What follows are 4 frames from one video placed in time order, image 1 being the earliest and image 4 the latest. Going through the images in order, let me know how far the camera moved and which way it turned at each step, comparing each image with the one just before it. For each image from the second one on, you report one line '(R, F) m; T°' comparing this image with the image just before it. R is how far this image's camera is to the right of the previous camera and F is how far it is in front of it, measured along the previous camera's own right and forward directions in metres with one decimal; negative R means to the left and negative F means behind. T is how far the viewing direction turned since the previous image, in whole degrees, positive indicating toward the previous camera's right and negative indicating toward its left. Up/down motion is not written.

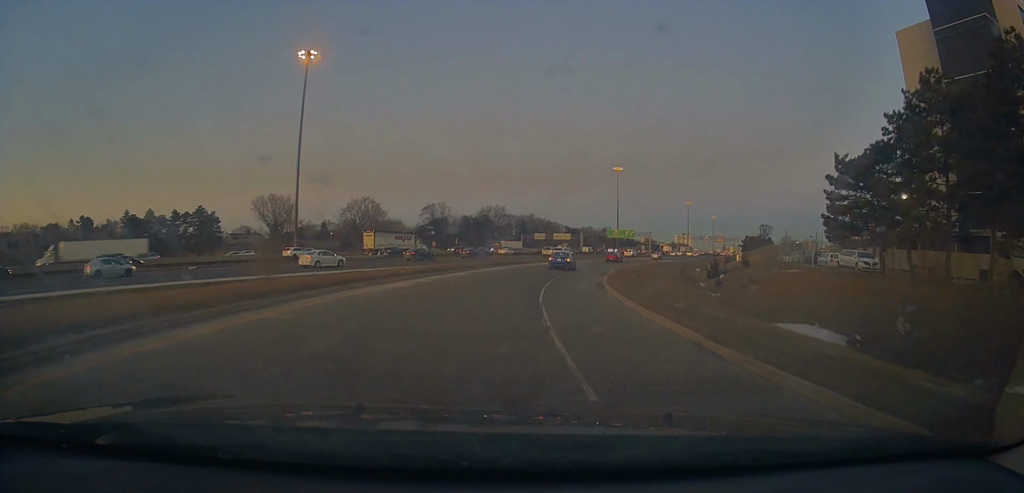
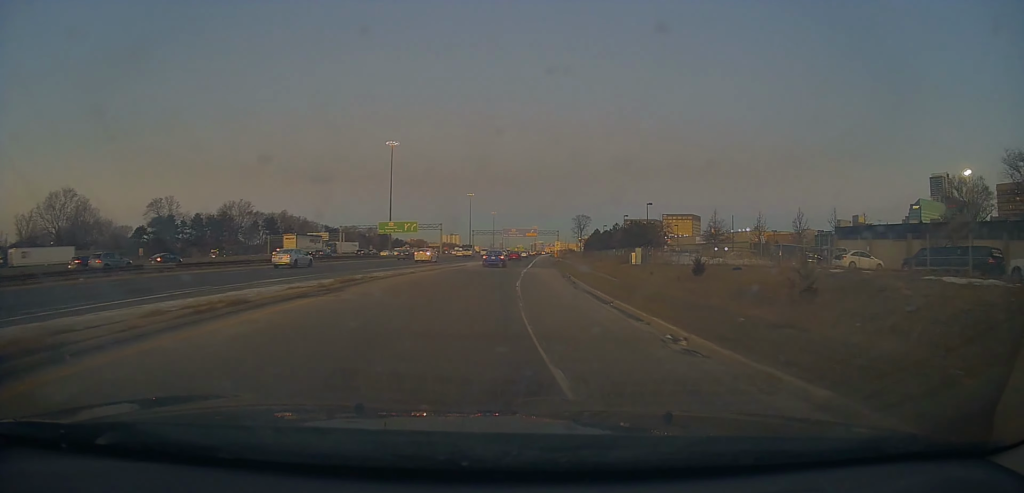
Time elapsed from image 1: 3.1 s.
(+15.0, +57.3) m; +25°
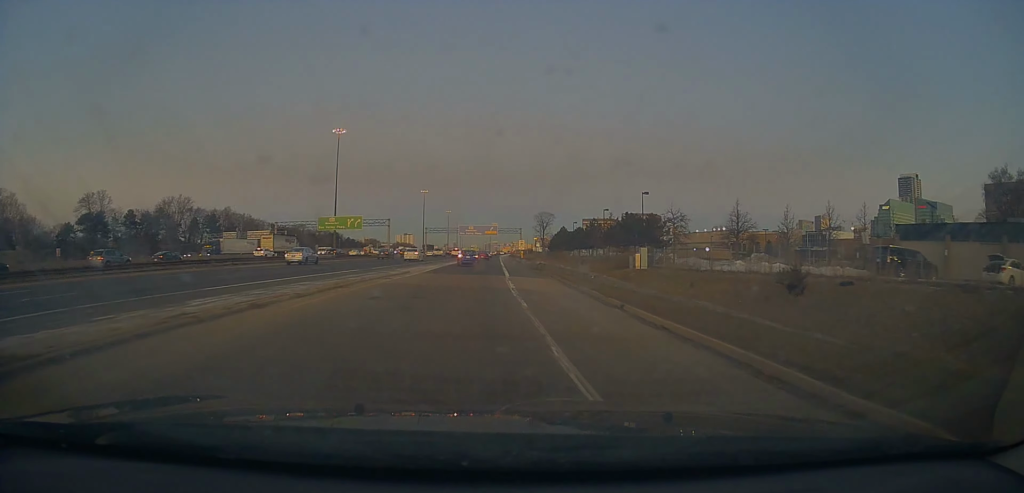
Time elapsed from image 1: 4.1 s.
(+1.1, +18.1) m; +6°
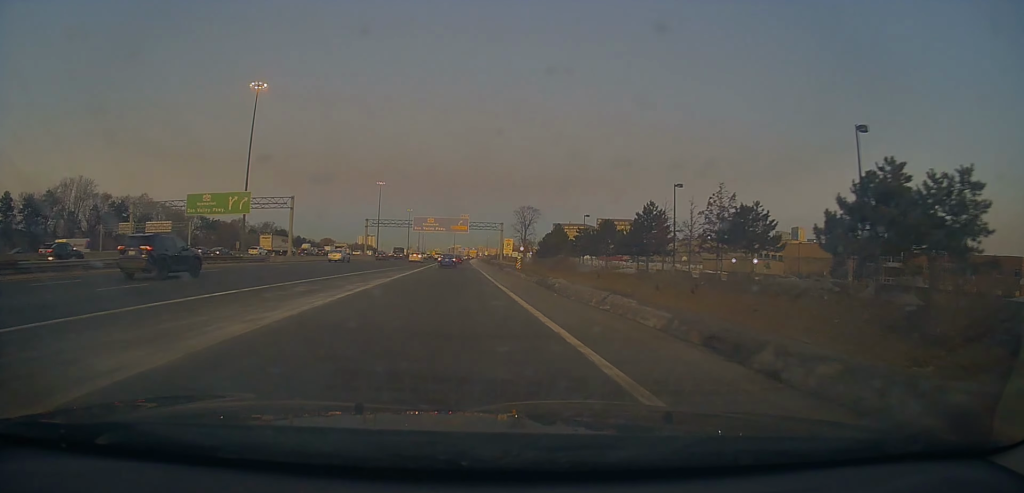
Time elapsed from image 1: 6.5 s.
(+3.0, +46.5) m; +6°
